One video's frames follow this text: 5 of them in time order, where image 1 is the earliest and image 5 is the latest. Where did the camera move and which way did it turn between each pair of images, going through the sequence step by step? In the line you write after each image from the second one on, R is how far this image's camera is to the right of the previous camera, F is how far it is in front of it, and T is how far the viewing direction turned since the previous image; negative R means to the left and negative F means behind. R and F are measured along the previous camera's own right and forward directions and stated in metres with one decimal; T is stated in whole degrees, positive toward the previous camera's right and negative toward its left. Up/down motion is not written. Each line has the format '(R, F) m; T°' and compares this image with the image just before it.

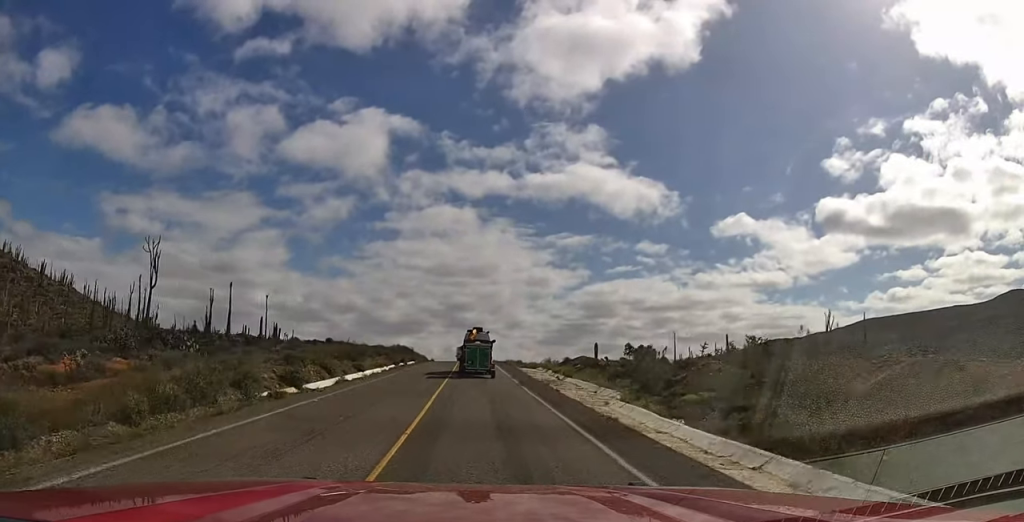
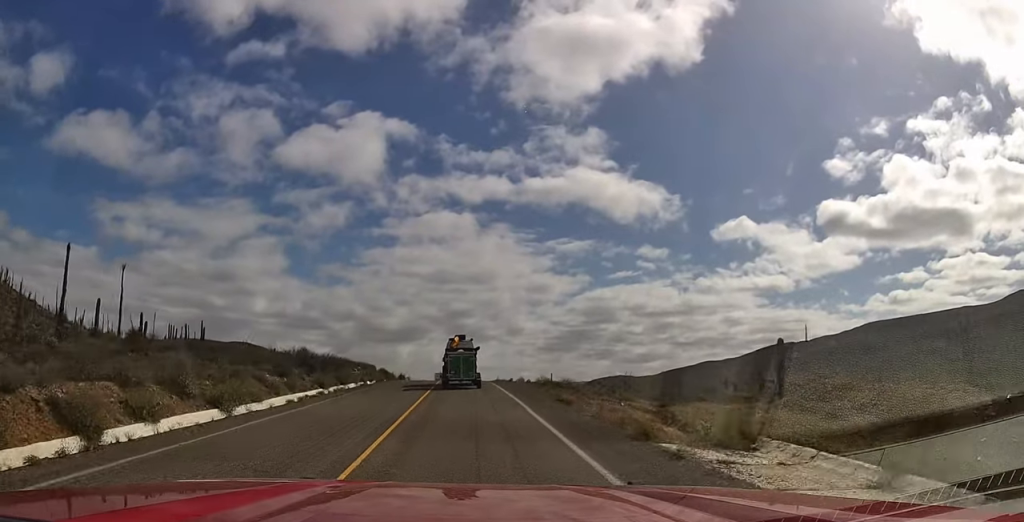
(-1.0, +51.7) m; 0°
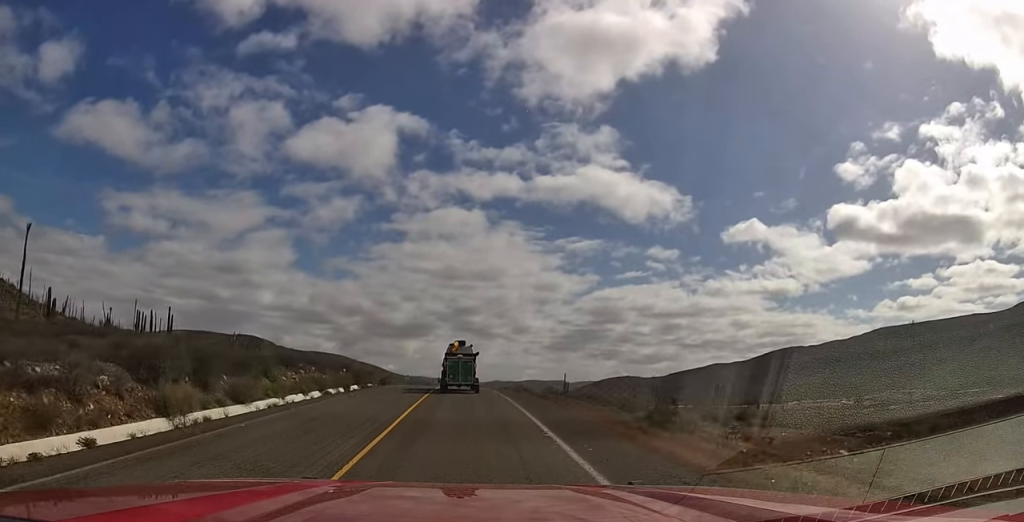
(+0.2, +19.7) m; 0°
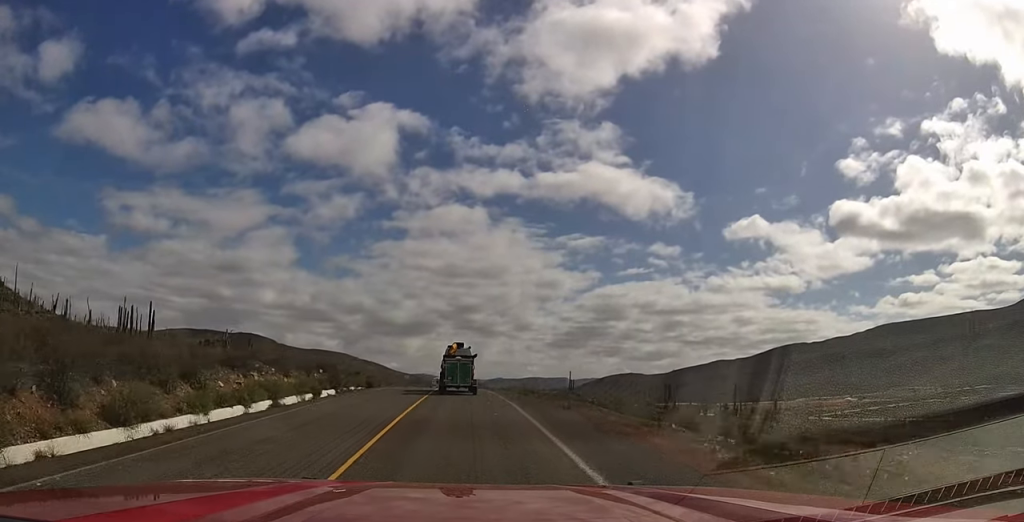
(-0.1, +8.3) m; 0°
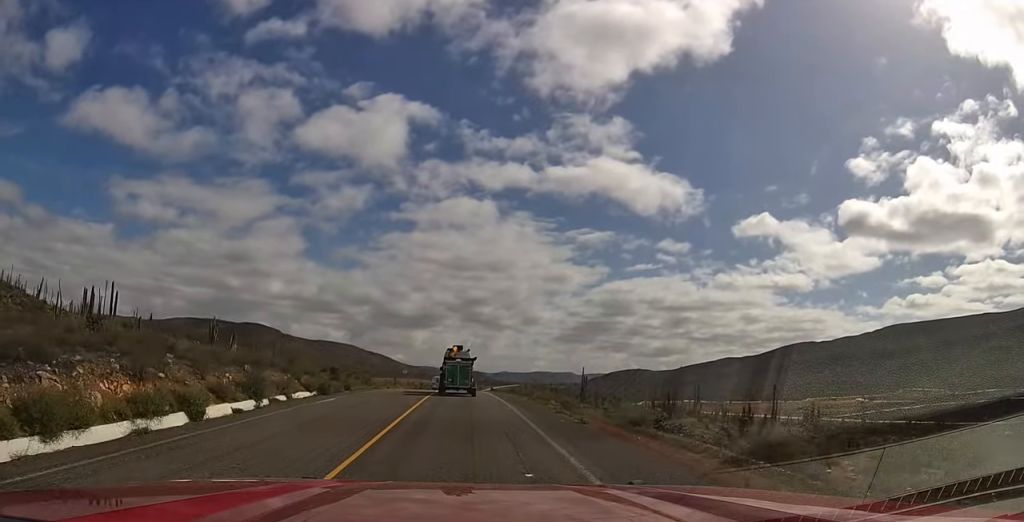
(+0.1, +15.1) m; -1°
